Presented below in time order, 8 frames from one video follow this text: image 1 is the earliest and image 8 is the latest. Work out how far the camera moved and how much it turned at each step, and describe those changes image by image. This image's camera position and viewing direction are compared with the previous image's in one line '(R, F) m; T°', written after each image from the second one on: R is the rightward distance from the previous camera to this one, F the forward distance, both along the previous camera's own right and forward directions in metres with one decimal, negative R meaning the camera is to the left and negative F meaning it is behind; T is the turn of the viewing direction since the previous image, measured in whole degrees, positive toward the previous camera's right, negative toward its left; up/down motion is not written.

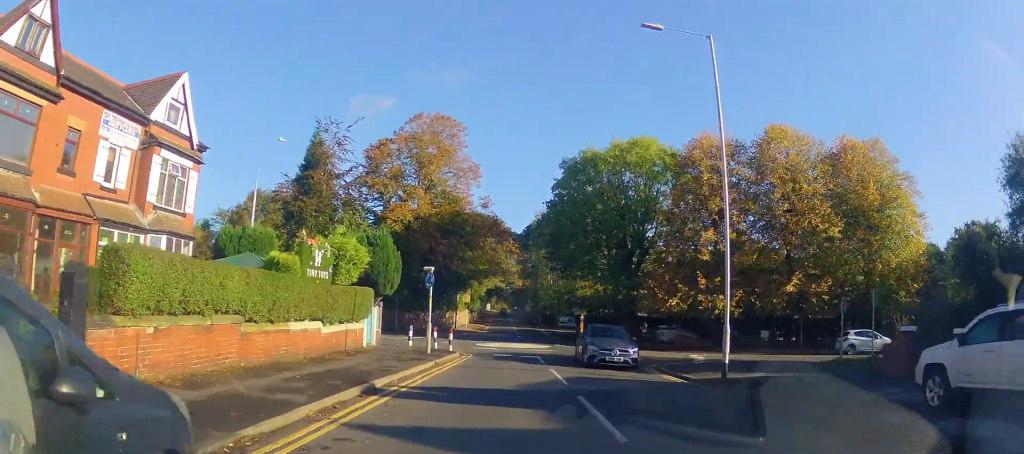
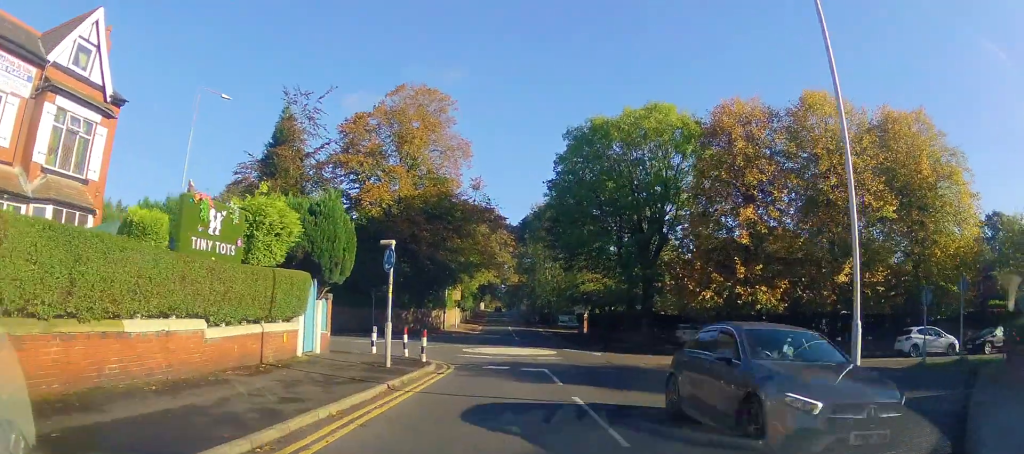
(0.0, +6.0) m; -2°
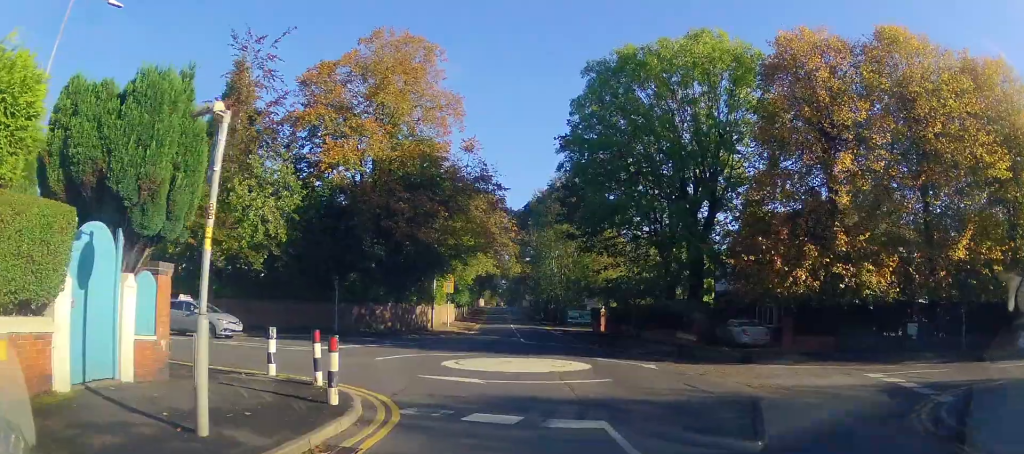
(-0.5, +8.4) m; -7°
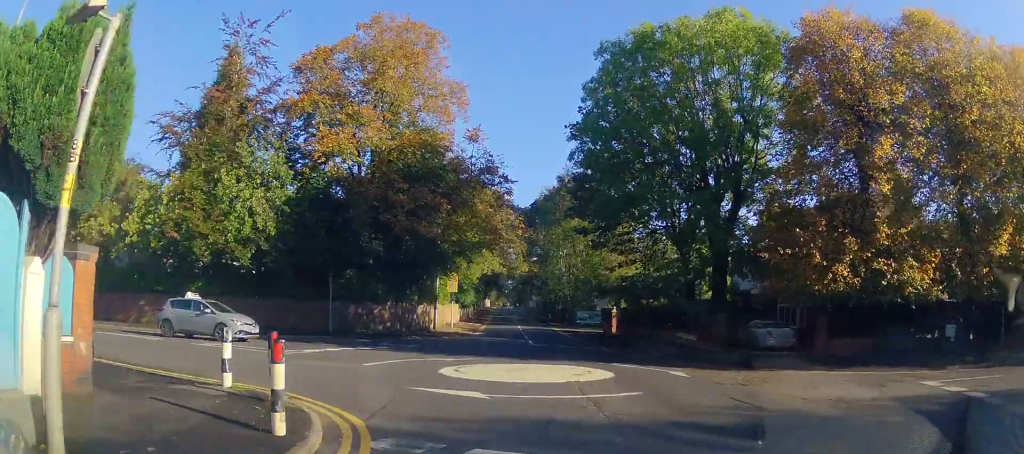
(0.0, +2.1) m; -1°
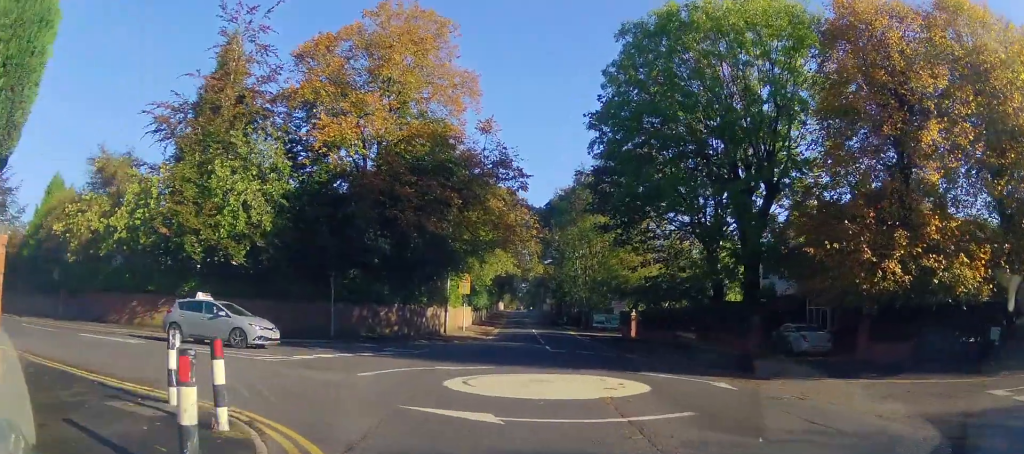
(0.0, +1.9) m; 0°
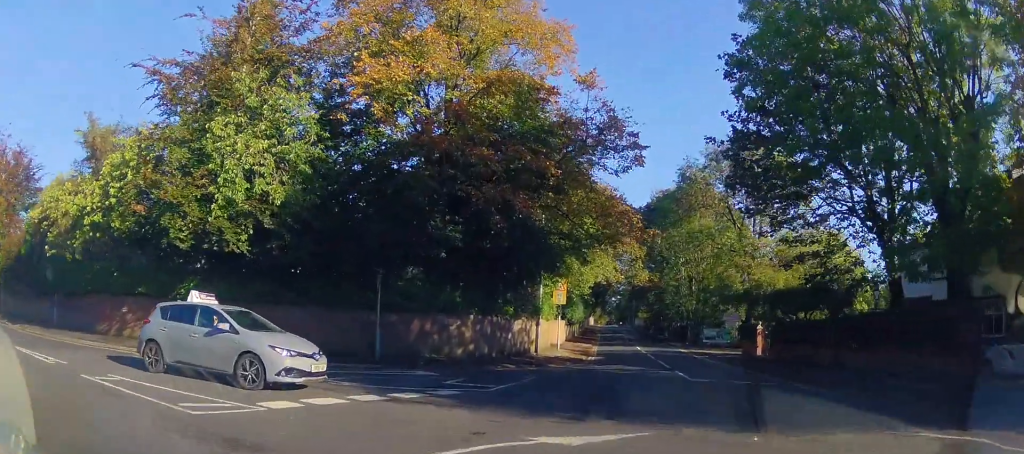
(+0.1, +6.9) m; +4°
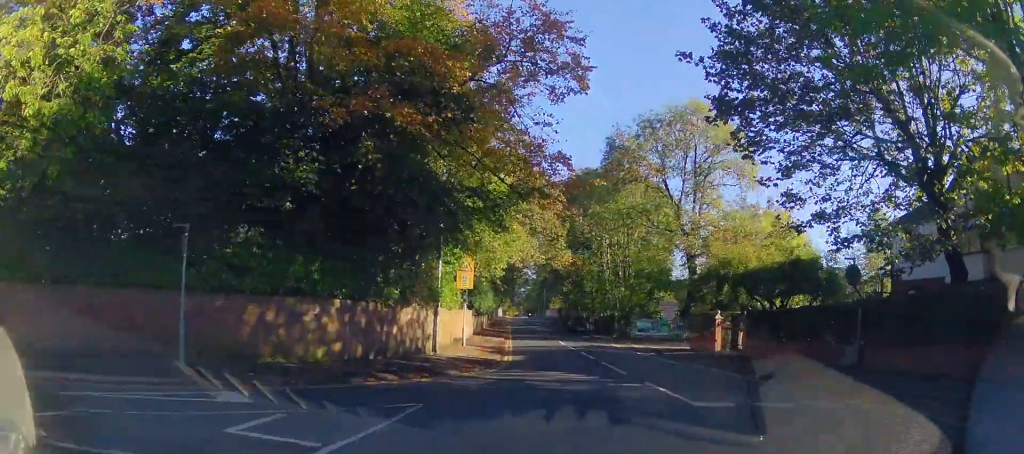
(+0.4, +6.0) m; +5°
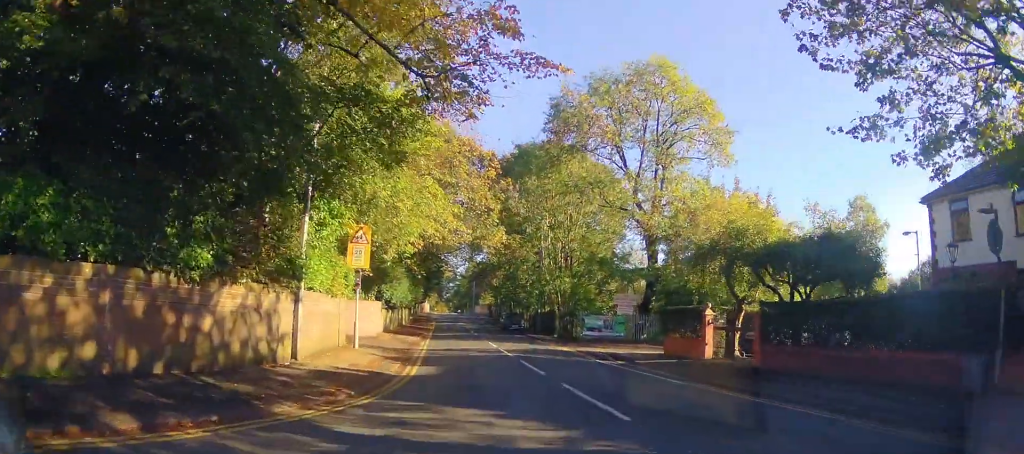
(+0.1, +6.7) m; +3°
